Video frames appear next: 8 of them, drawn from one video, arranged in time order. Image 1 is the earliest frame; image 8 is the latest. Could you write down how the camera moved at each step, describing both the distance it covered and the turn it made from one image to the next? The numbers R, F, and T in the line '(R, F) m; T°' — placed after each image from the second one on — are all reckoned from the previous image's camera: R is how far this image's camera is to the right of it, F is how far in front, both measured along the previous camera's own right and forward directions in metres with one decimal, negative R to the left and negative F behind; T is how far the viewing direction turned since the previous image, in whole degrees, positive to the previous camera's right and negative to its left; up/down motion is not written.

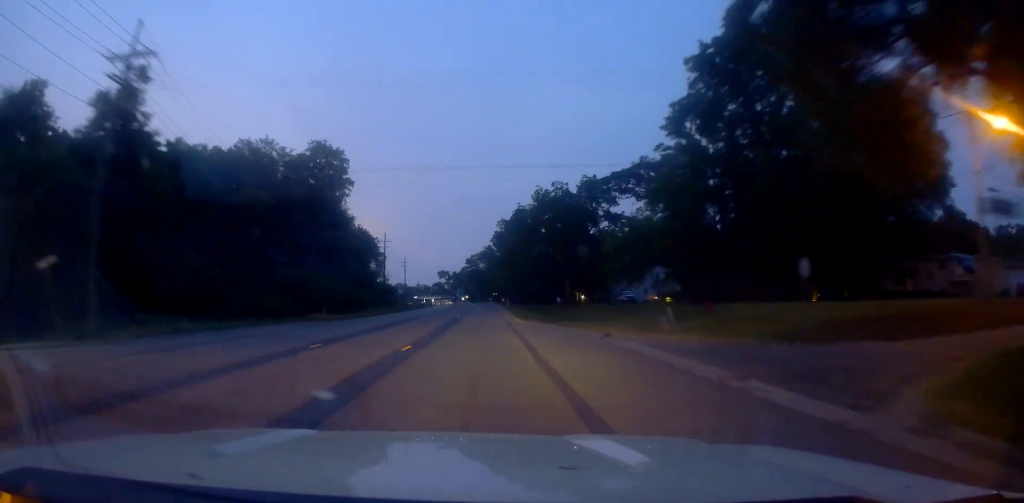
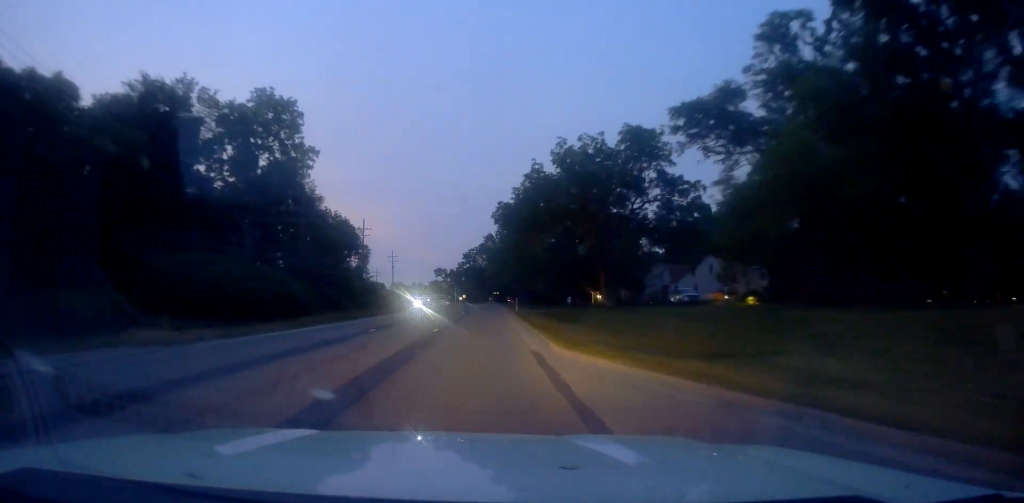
(+0.4, +22.7) m; +2°
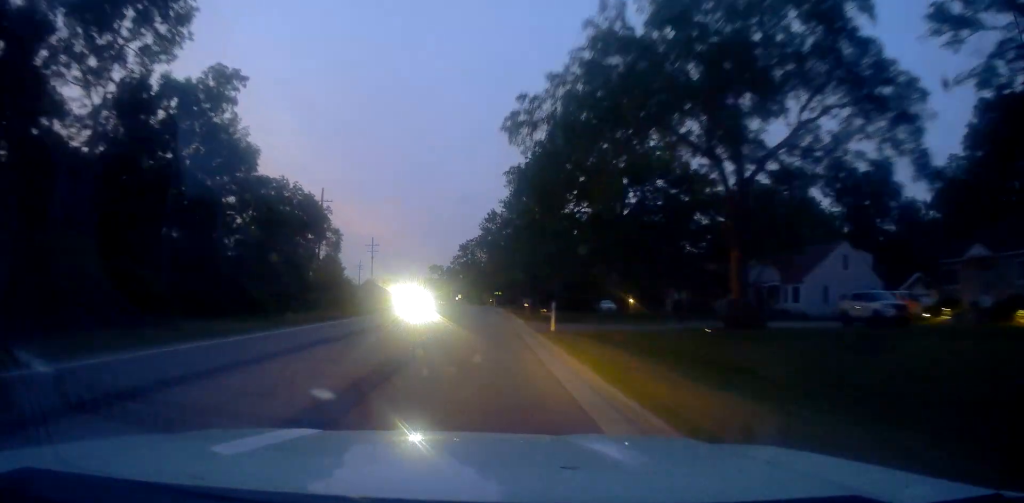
(+0.2, +28.5) m; -1°
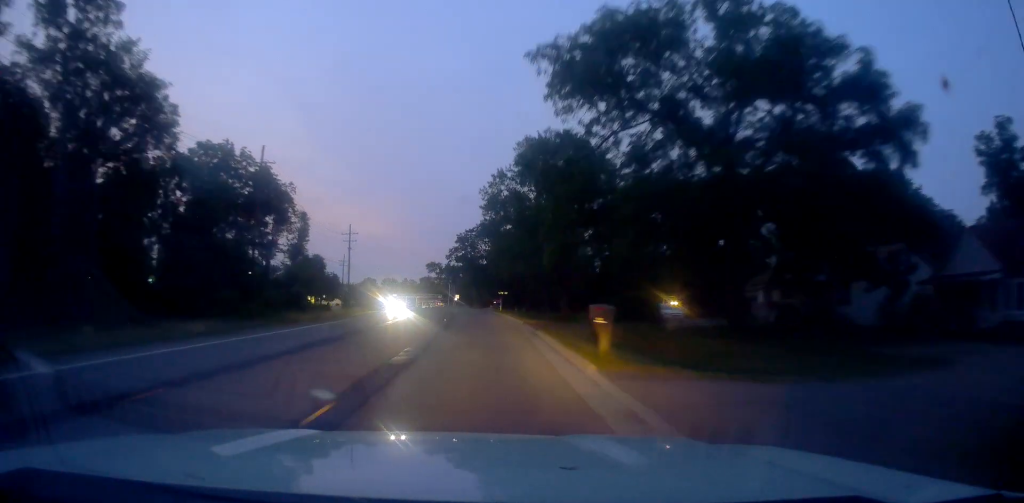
(-0.5, +23.4) m; -1°
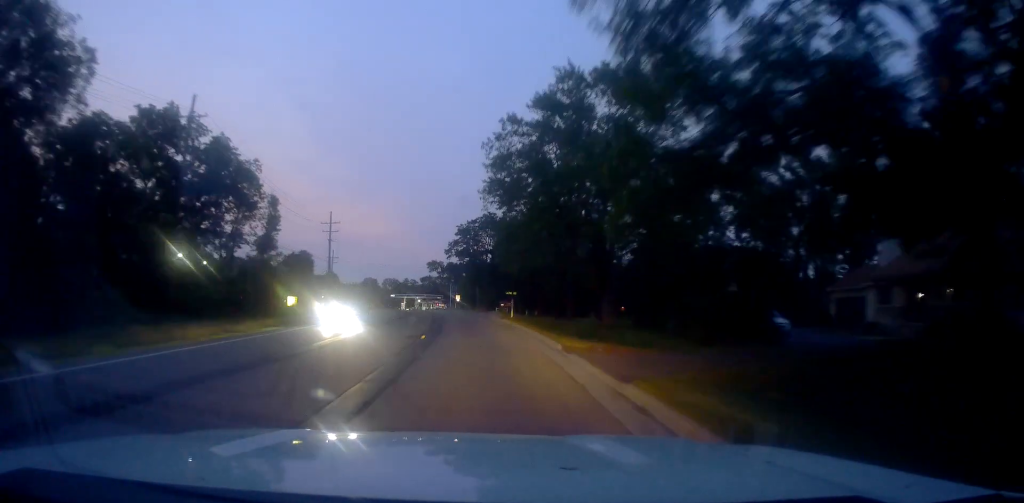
(0.0, +16.3) m; 0°
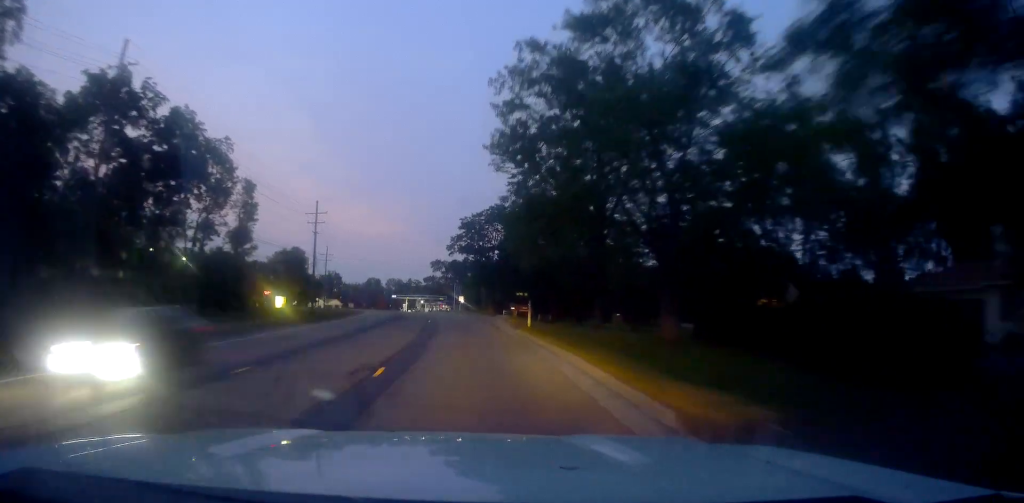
(0.0, +11.1) m; 0°
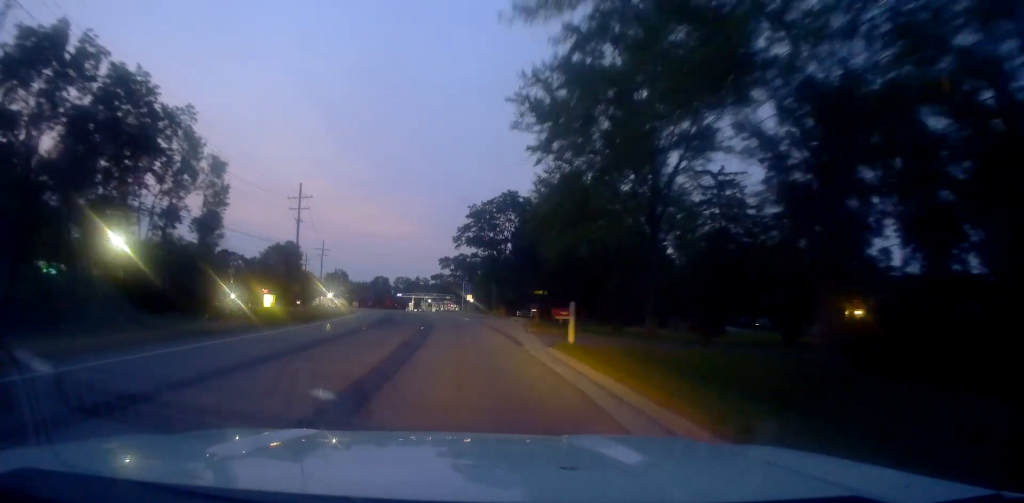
(0.0, +11.6) m; +1°
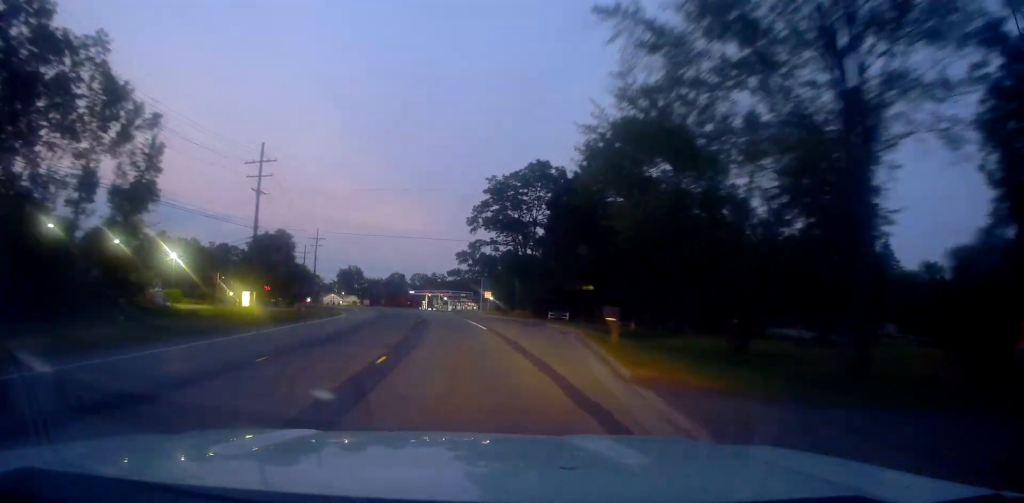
(+0.1, +18.0) m; +1°
